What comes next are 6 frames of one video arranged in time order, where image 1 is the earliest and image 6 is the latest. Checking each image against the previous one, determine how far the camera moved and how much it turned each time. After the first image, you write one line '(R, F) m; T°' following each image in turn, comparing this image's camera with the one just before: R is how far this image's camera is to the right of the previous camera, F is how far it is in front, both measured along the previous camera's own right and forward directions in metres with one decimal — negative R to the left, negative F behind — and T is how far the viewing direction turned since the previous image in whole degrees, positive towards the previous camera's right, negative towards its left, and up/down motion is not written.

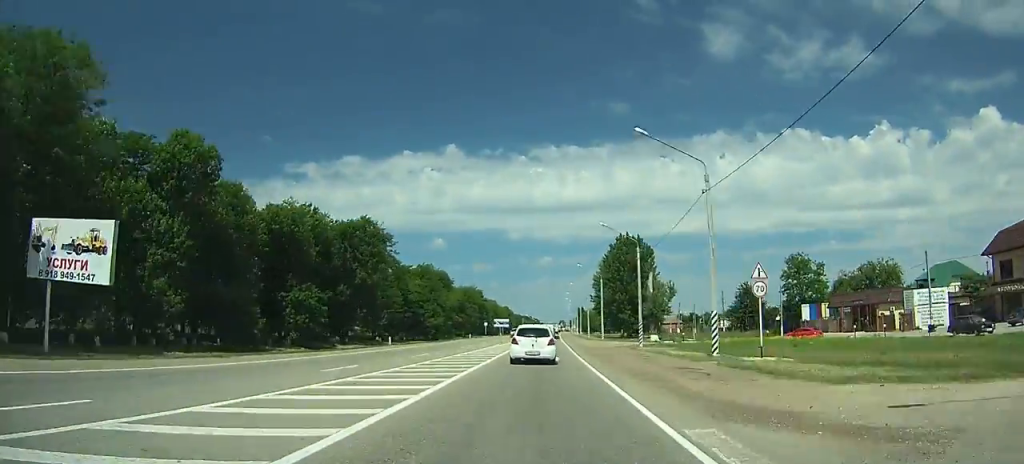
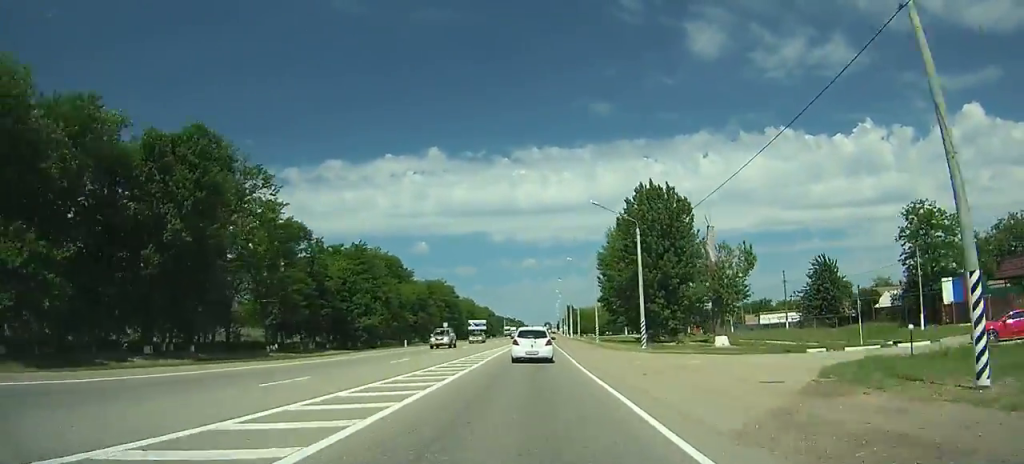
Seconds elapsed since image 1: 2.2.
(+1.2, +40.7) m; +2°
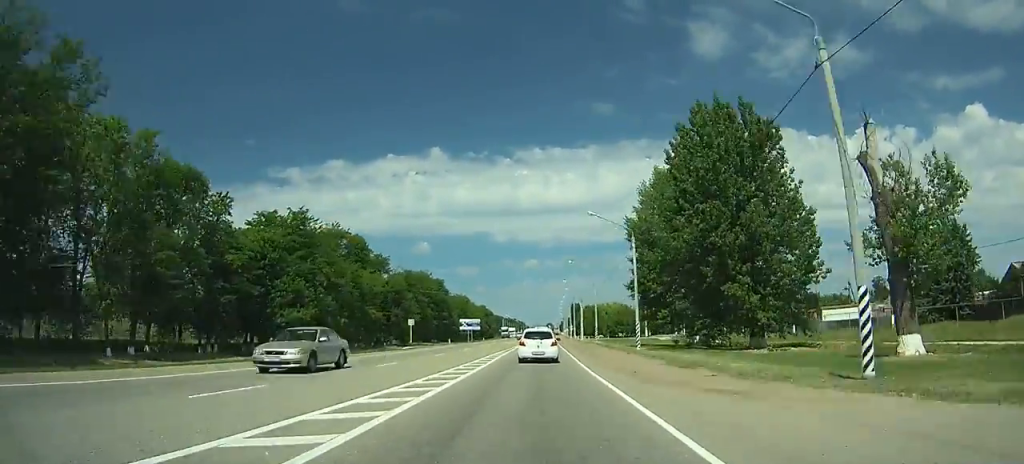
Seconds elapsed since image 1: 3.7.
(+0.2, +27.4) m; +1°
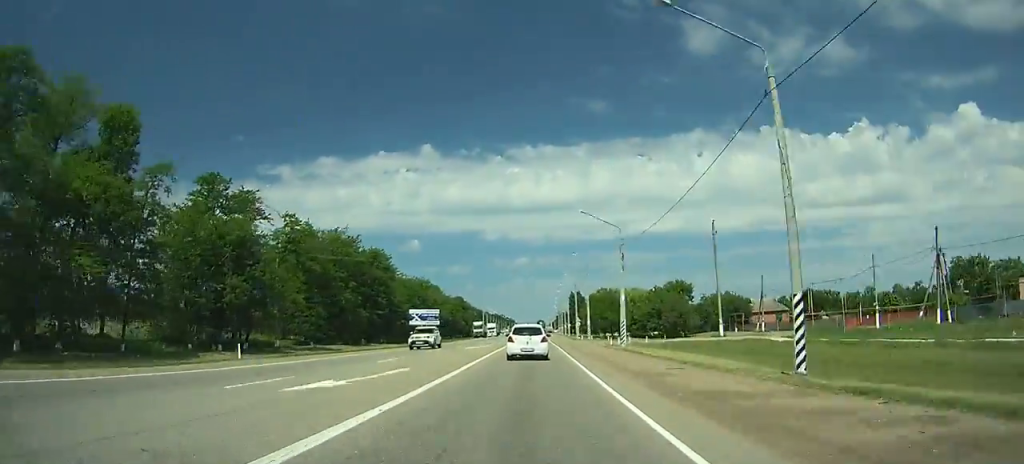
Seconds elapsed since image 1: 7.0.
(+0.4, +58.1) m; +1°
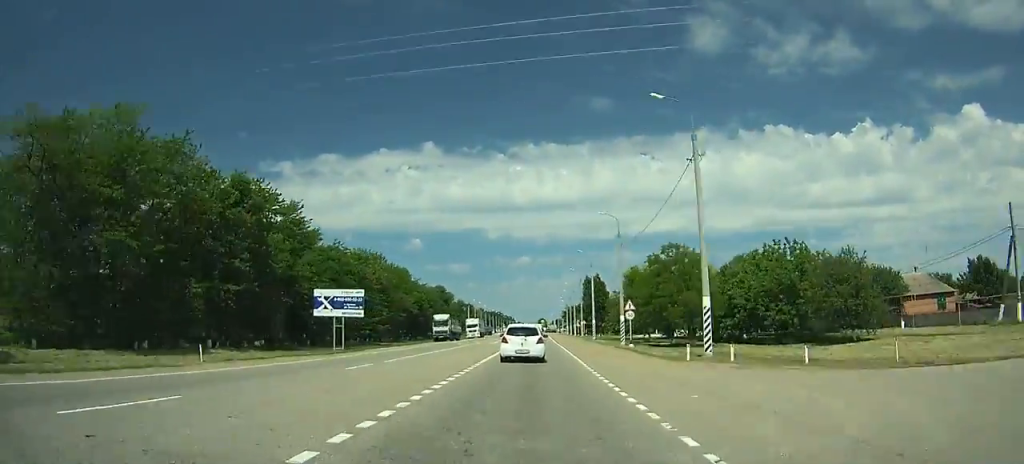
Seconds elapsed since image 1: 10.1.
(+0.3, +52.9) m; 0°
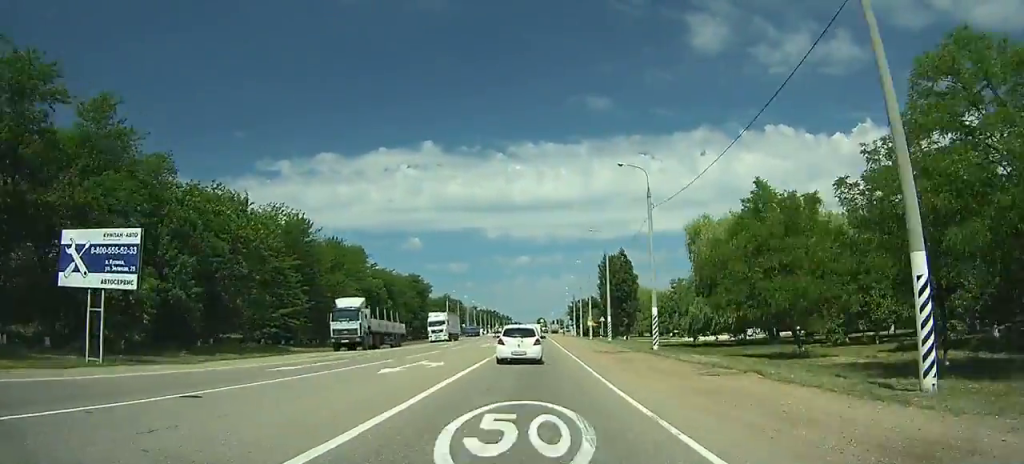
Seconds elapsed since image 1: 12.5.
(0.0, +40.0) m; 0°
